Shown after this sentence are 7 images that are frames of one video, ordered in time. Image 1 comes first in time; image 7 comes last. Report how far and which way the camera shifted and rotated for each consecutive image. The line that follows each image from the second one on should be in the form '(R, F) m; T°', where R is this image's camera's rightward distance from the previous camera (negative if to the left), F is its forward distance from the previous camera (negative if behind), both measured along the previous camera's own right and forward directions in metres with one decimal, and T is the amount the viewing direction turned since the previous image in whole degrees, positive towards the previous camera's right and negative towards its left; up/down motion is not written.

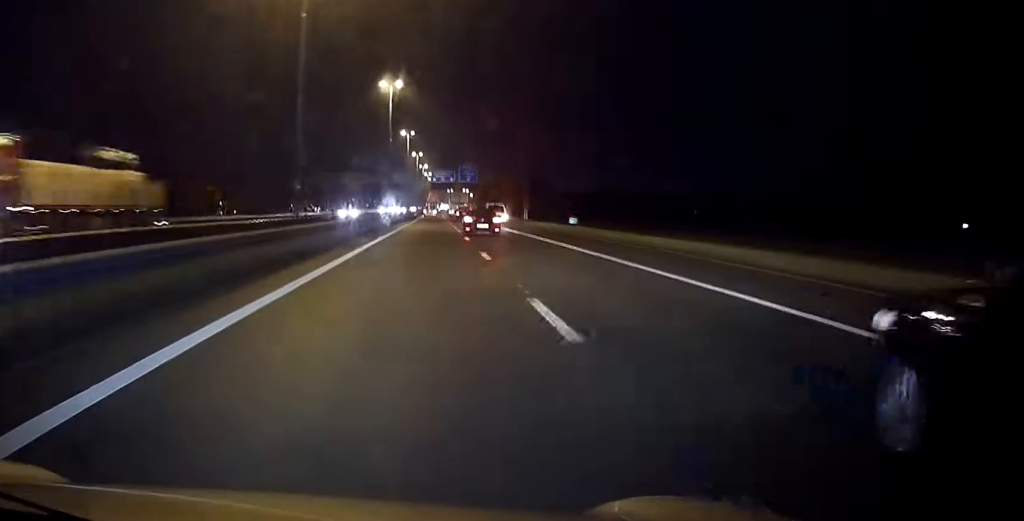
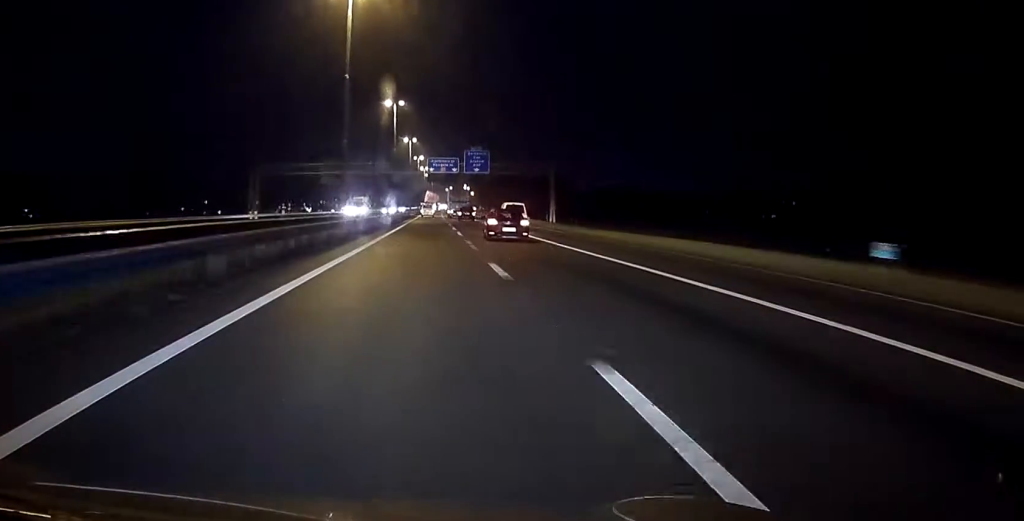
(0.0, +40.7) m; 0°
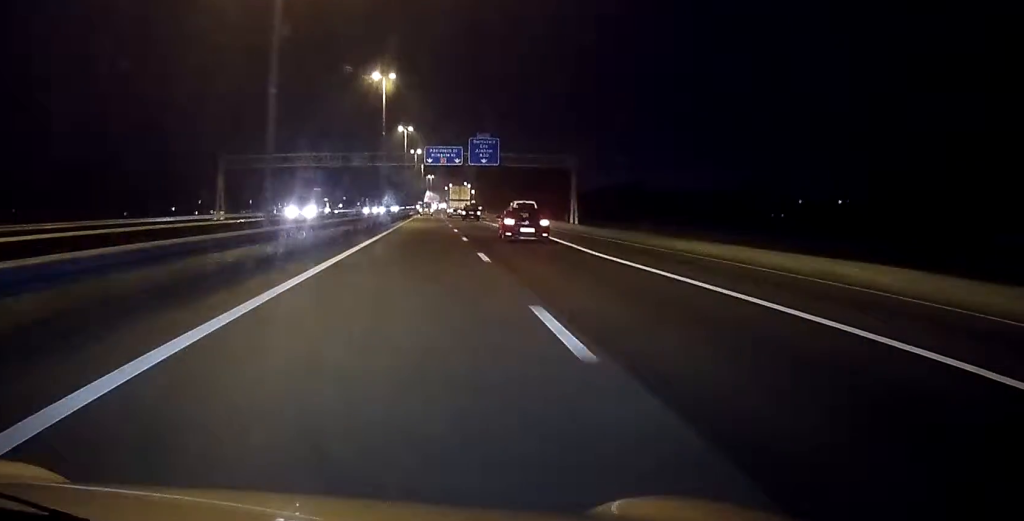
(0.0, +20.2) m; 0°
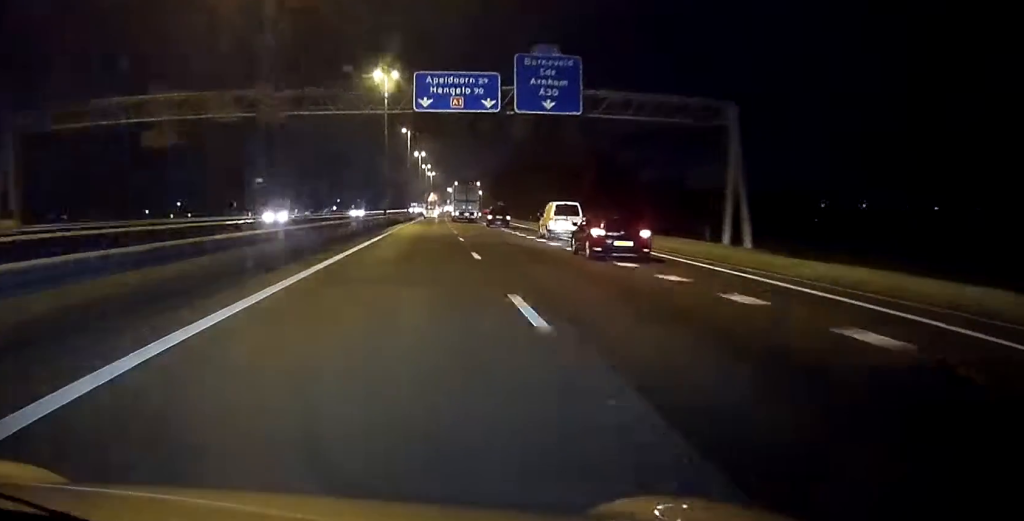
(+0.2, +58.1) m; 0°
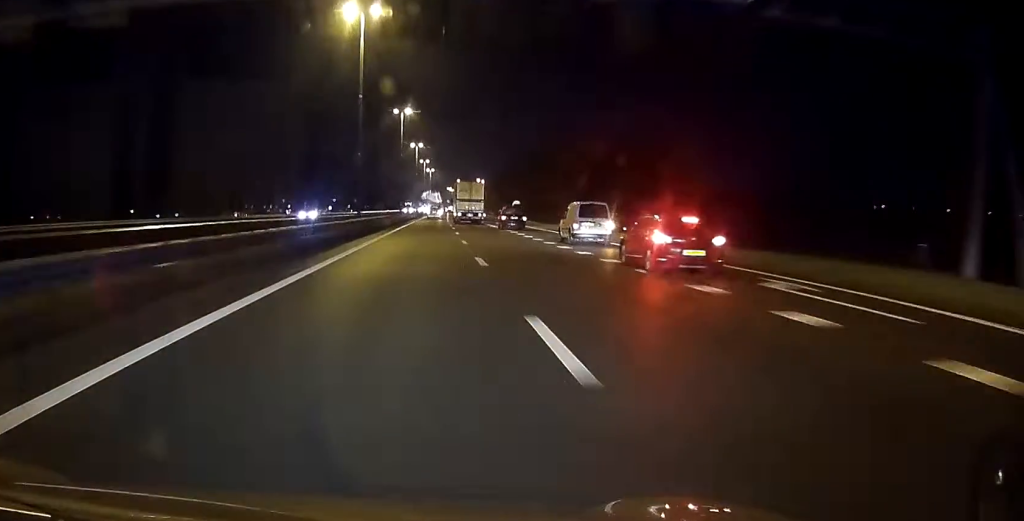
(-0.1, +26.2) m; 0°
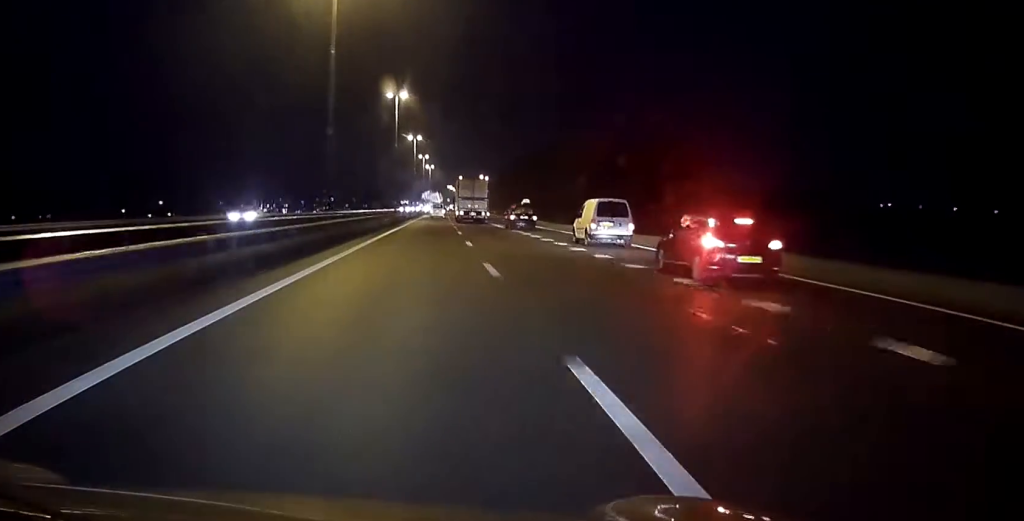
(0.0, +14.7) m; 0°
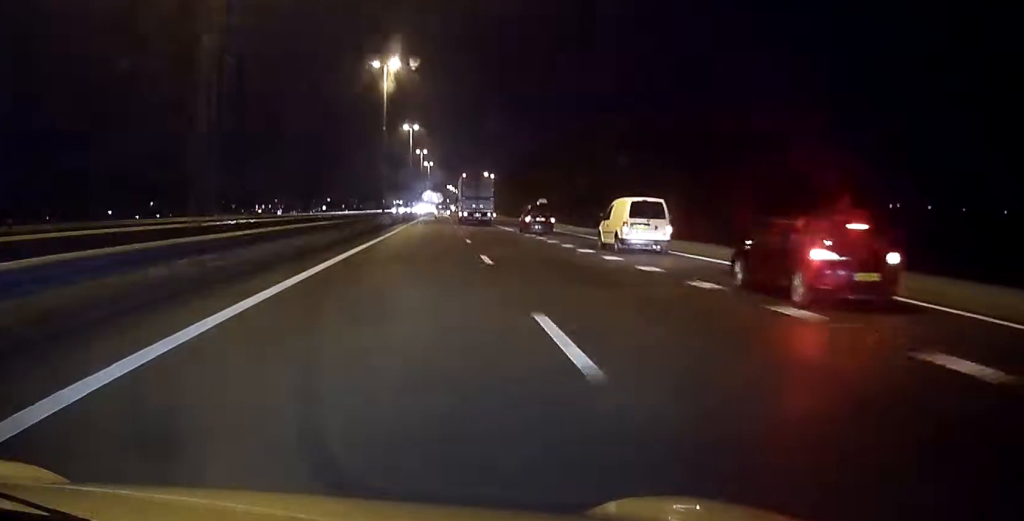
(+0.1, +20.9) m; 0°
